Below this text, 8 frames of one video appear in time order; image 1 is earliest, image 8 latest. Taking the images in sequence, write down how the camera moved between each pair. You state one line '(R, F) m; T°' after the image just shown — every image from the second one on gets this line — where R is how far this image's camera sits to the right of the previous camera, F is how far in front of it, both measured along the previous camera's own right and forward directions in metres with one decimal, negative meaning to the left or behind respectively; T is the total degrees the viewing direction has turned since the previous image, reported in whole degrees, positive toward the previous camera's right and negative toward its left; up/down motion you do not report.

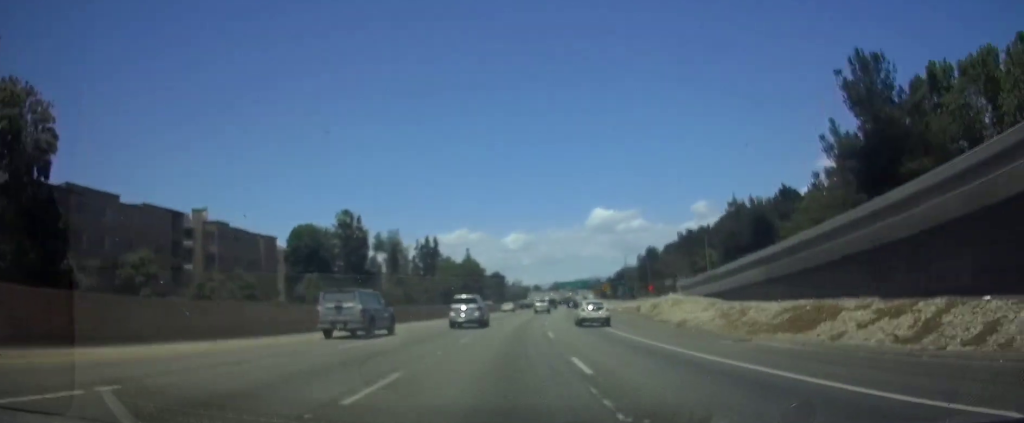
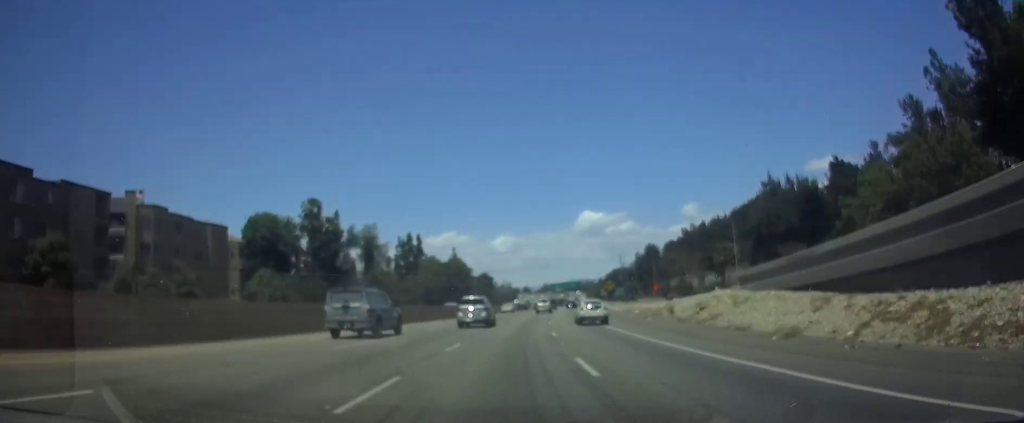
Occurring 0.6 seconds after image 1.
(+0.1, +15.5) m; +1°
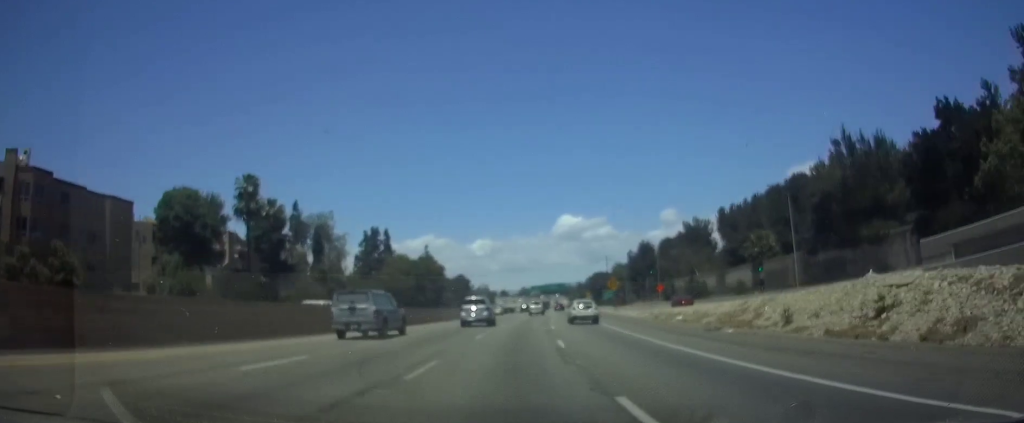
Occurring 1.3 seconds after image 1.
(+0.3, +21.0) m; +2°
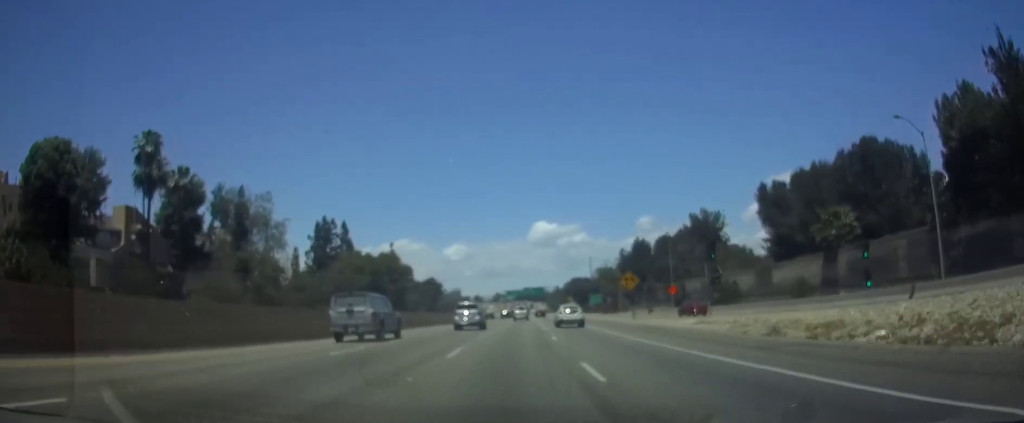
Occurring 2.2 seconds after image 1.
(+0.4, +23.7) m; +2°
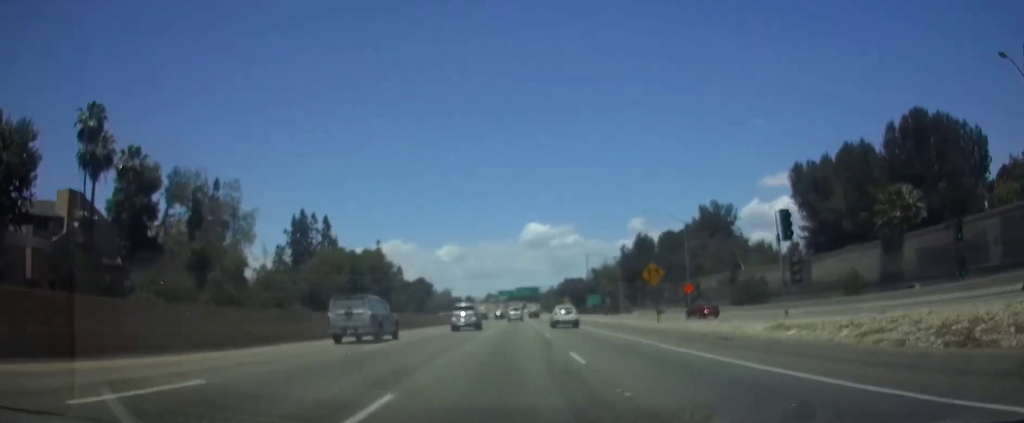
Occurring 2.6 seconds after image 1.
(0.0, +11.0) m; +1°
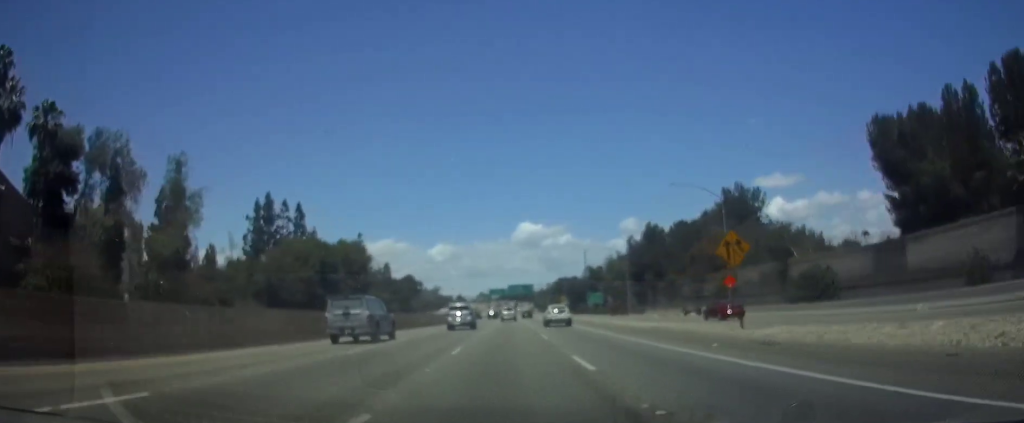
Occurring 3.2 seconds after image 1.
(+0.1, +16.4) m; 0°
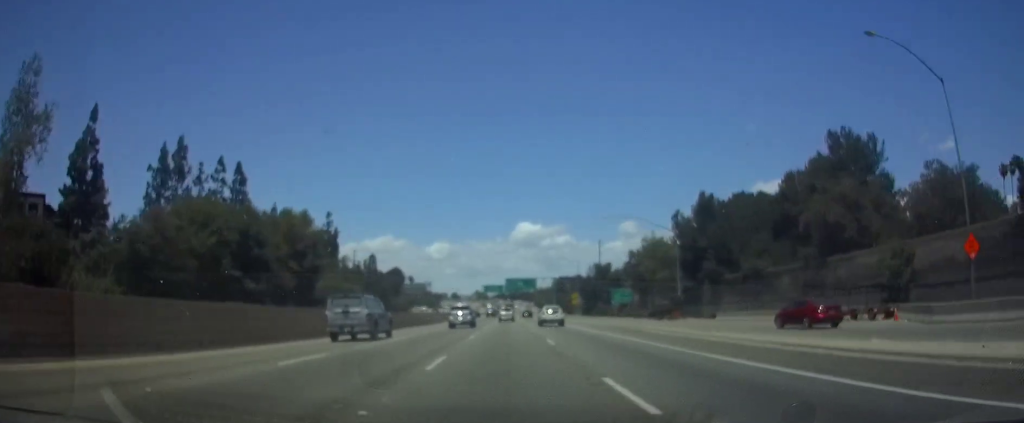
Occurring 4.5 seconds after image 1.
(+0.2, +34.7) m; 0°
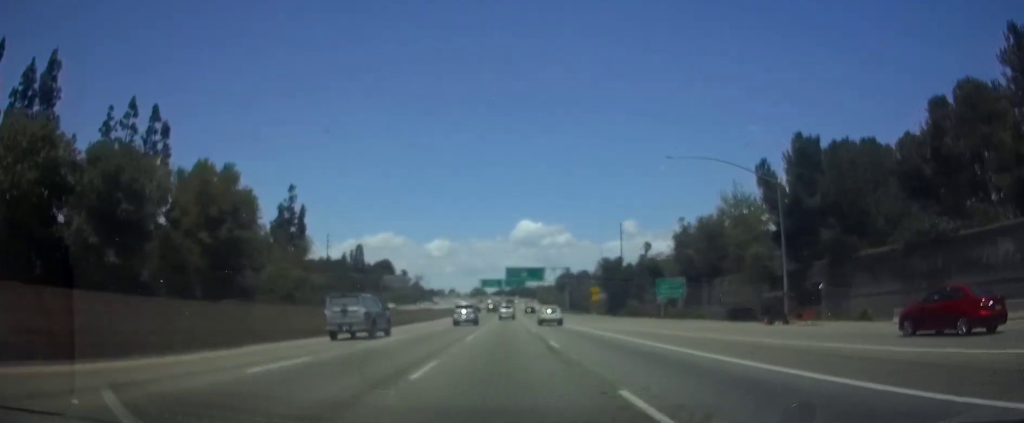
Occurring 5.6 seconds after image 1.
(0.0, +31.0) m; 0°
